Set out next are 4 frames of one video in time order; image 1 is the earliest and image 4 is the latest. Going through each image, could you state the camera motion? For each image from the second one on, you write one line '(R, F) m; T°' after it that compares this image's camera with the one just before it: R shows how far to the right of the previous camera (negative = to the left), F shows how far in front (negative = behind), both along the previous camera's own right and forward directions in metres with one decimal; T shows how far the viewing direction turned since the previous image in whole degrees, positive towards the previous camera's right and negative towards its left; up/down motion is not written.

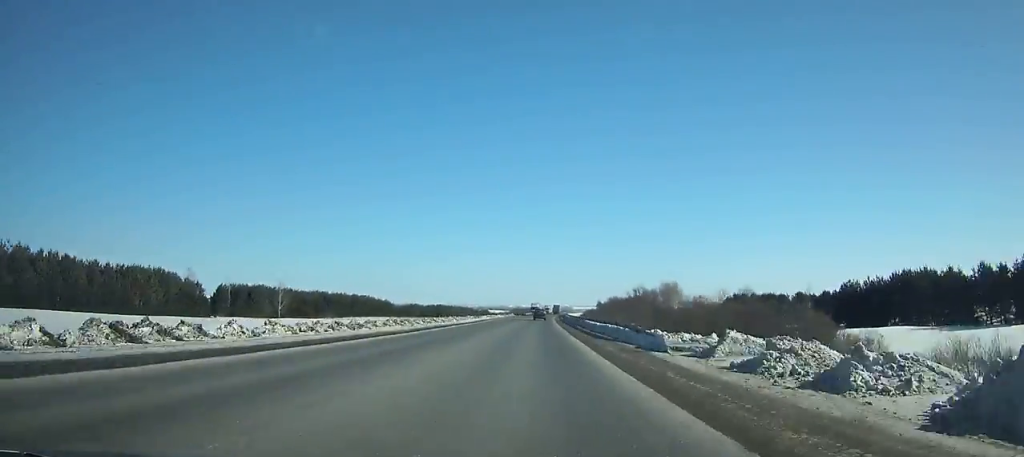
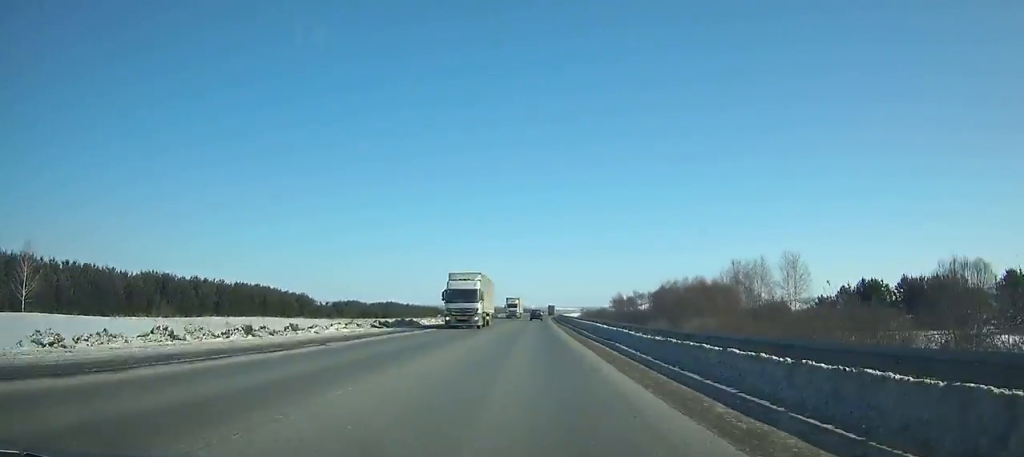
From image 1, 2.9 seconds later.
(+0.5, +79.4) m; +1°
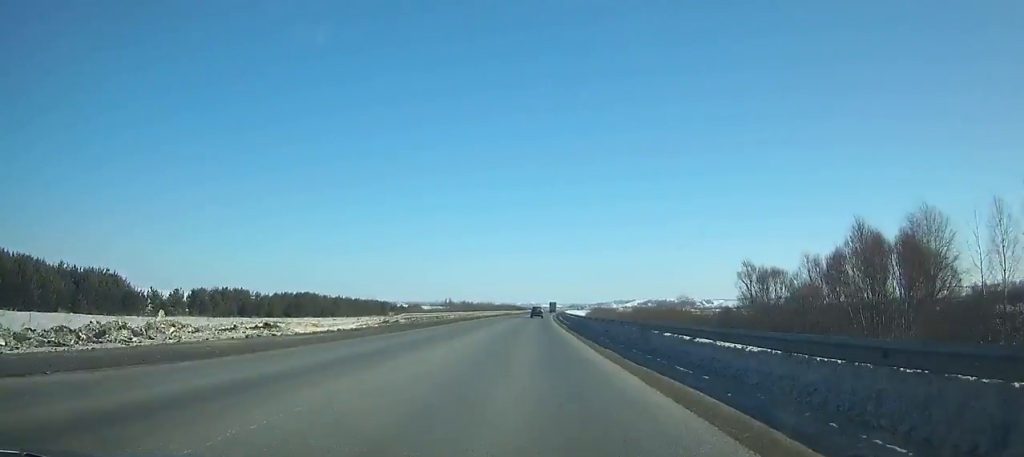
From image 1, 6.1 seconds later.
(+0.9, +88.5) m; +1°
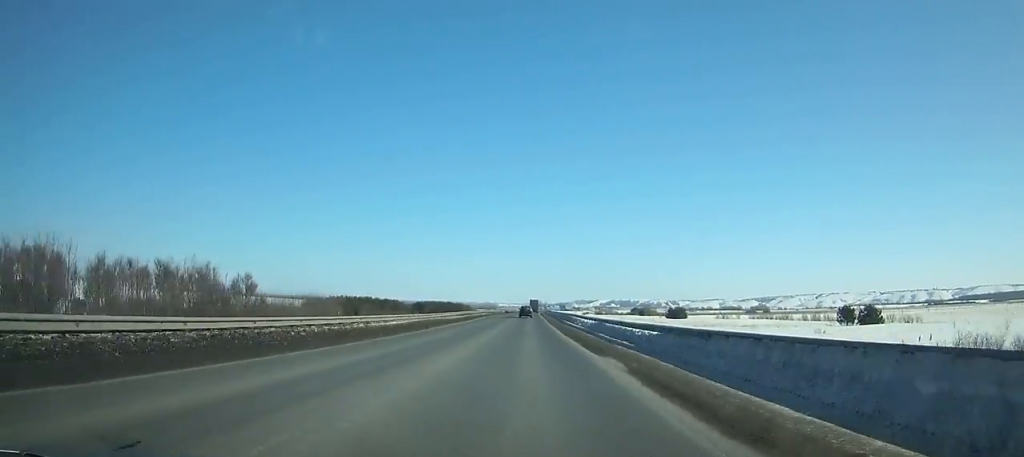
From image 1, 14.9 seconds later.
(+9.8, +246.2) m; +4°
